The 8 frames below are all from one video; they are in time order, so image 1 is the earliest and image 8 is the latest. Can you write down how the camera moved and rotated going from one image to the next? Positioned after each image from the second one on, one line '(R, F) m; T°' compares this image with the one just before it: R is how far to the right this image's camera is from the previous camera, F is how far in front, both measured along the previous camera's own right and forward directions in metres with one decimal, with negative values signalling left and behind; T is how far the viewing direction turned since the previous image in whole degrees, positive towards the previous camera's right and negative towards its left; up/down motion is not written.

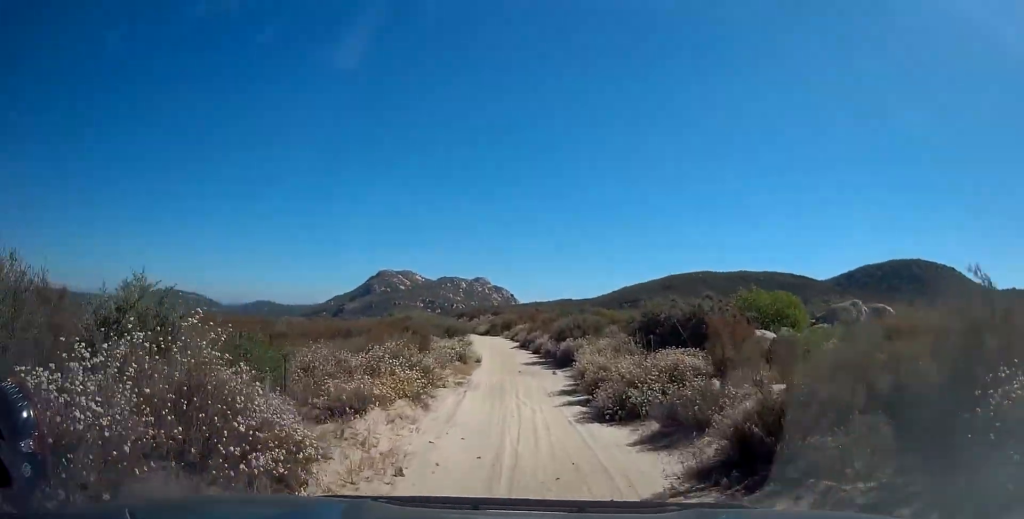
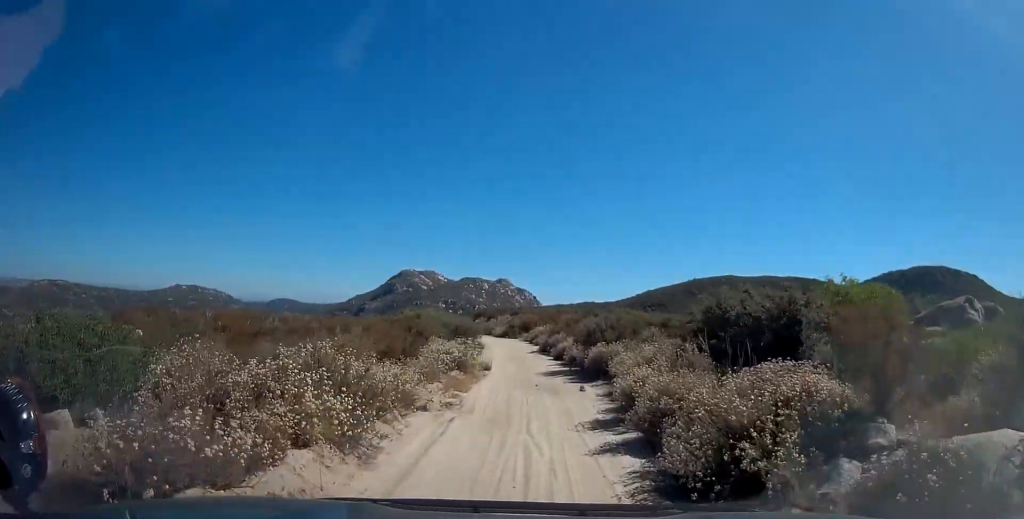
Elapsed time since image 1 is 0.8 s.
(-0.8, +5.7) m; -4°
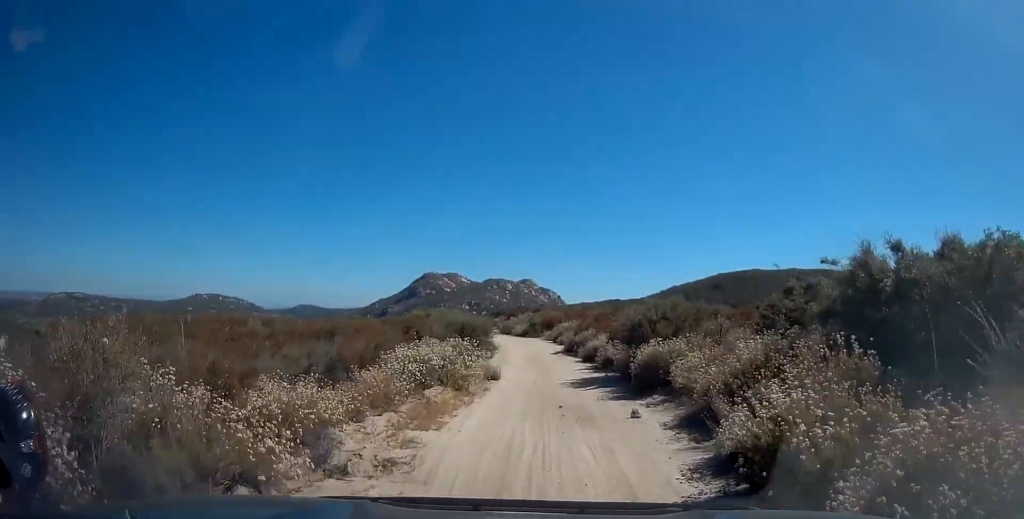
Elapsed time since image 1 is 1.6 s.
(-0.2, +6.6) m; 0°
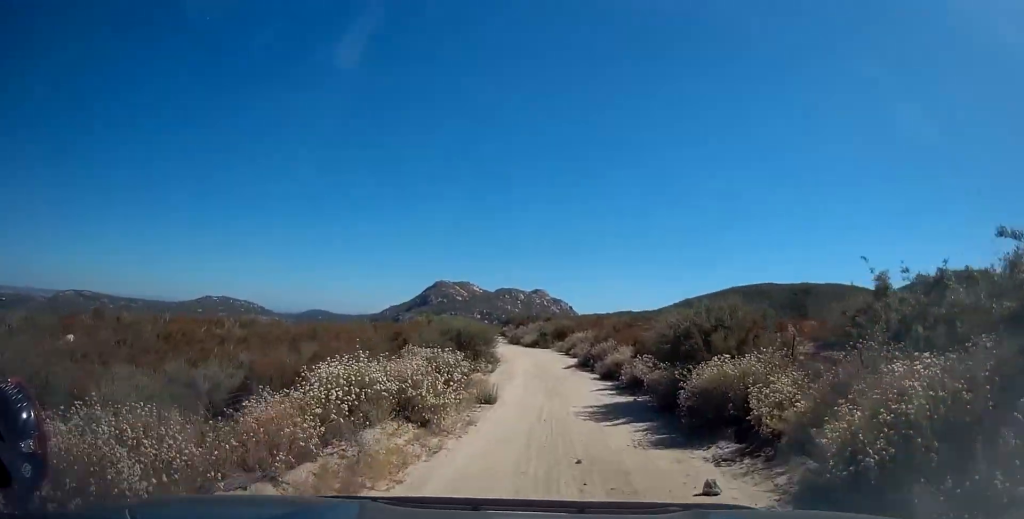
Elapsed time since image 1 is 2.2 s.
(+0.2, +4.6) m; +2°
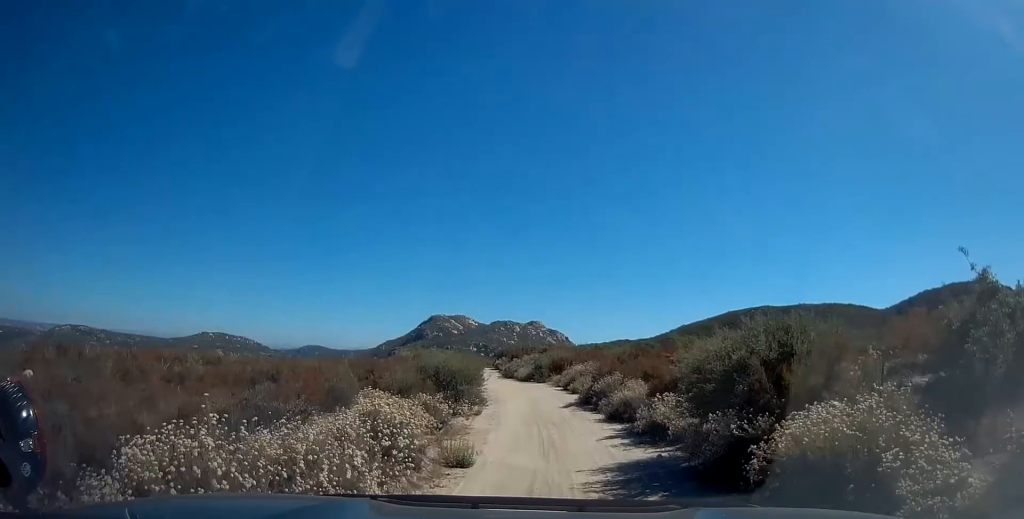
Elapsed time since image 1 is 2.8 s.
(0.0, +4.0) m; -3°
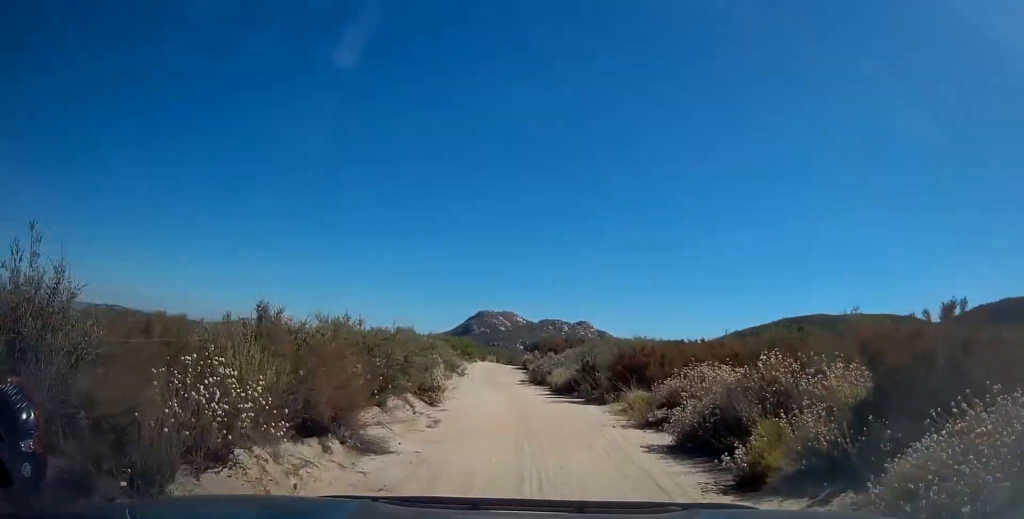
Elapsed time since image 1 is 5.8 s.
(-1.1, +22.3) m; -6°
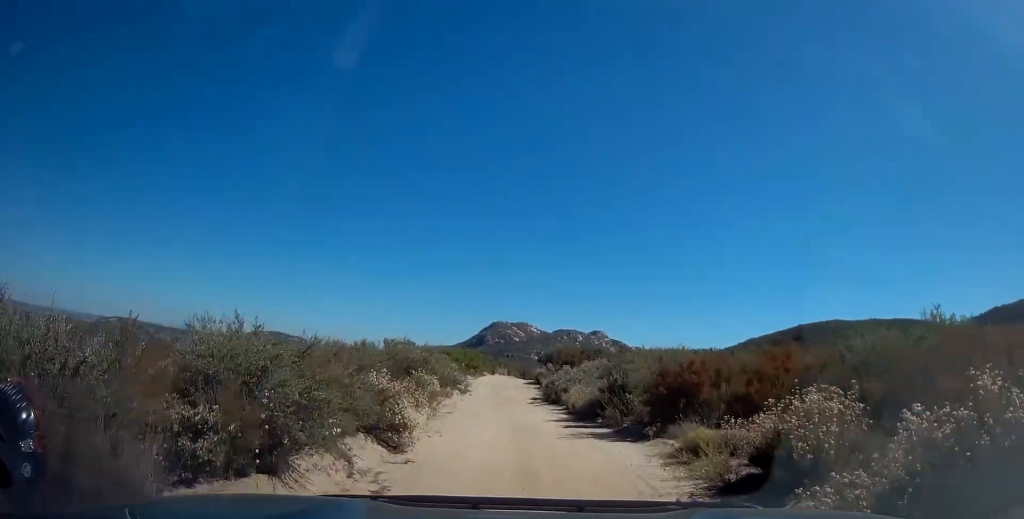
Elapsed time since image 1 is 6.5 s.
(-0.2, +4.9) m; -2°
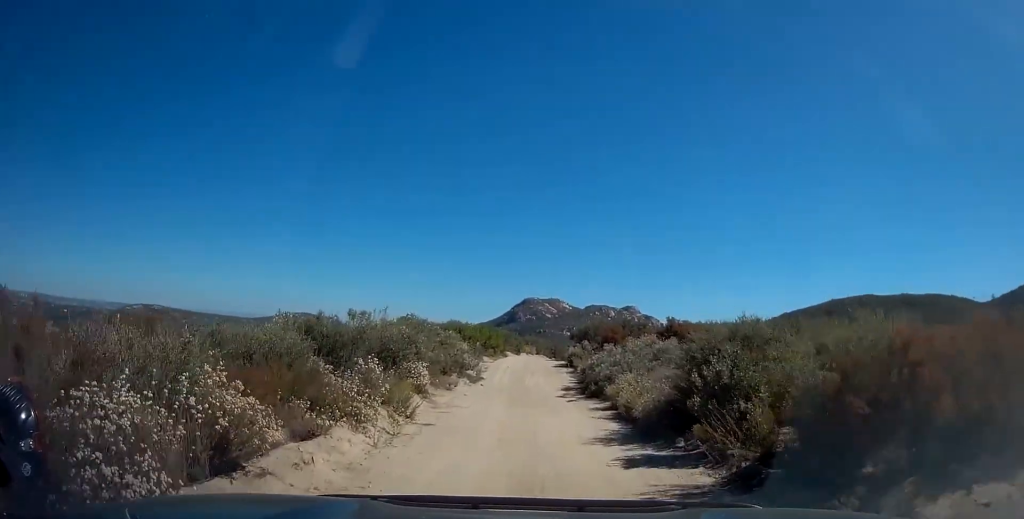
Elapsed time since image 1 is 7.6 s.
(0.0, +8.0) m; 0°
